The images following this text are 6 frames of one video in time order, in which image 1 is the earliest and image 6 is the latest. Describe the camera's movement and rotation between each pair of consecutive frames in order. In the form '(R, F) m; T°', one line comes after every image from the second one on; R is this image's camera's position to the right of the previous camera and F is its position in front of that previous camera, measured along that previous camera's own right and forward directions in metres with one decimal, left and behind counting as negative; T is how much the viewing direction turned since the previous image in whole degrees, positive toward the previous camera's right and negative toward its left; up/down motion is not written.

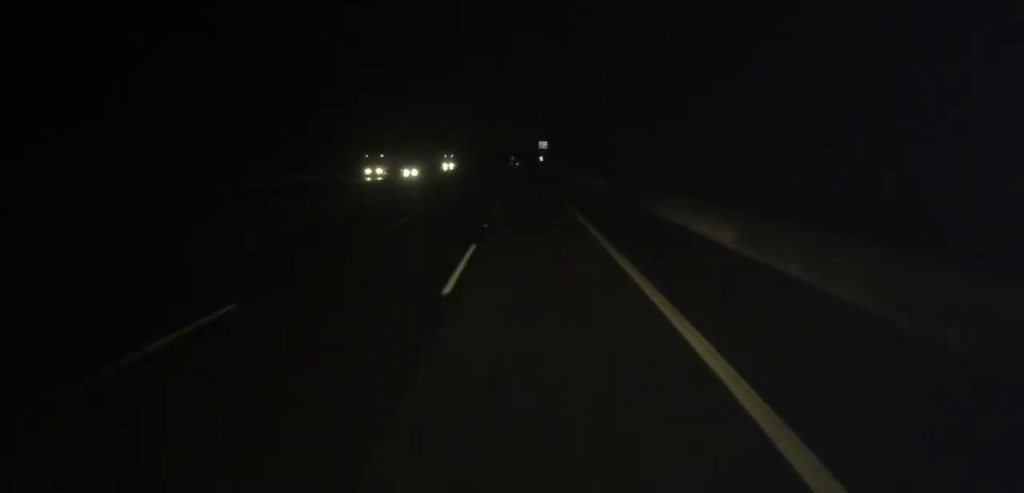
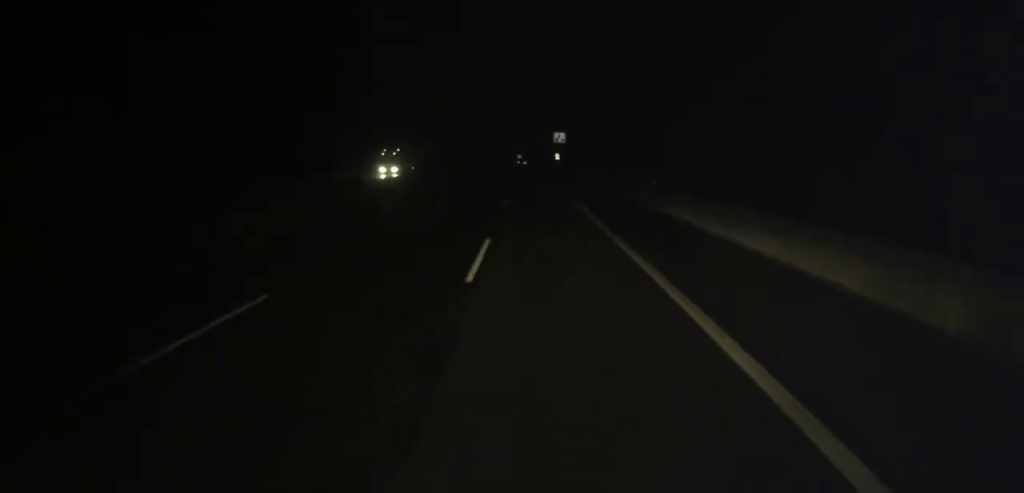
(+0.6, +51.0) m; 0°
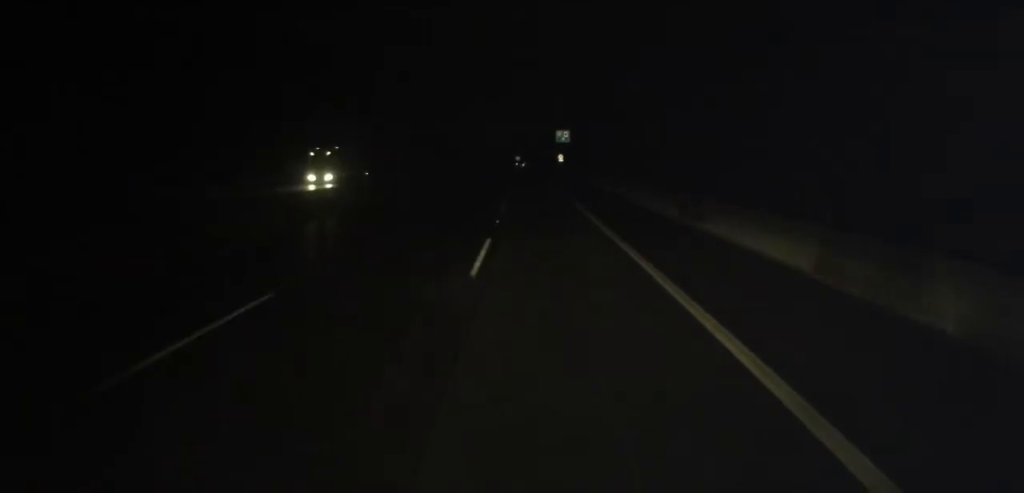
(-0.3, +16.9) m; -1°
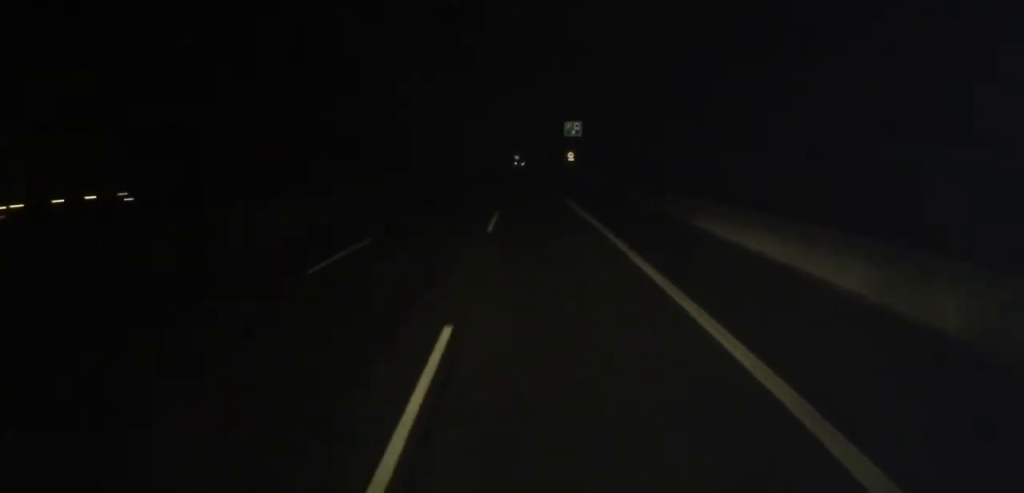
(-0.3, +26.2) m; -1°
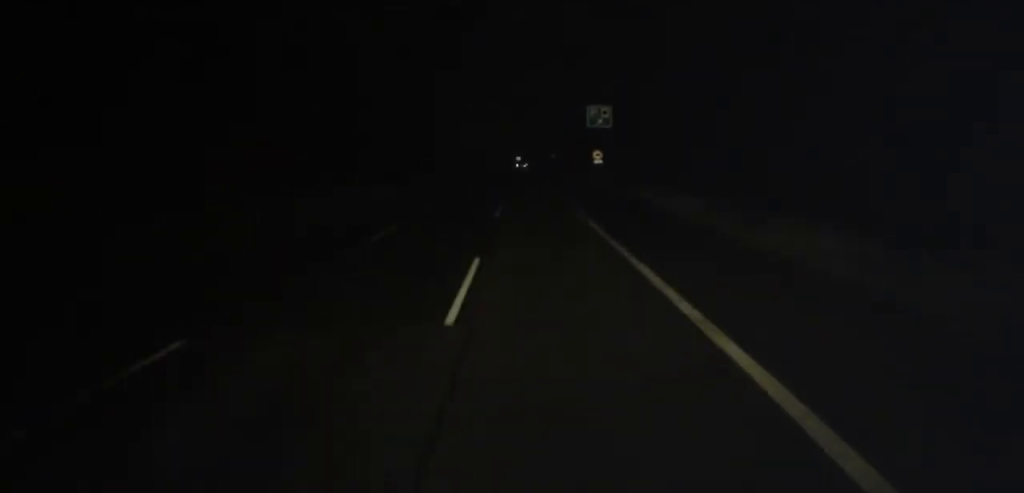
(0.0, +29.3) m; +1°
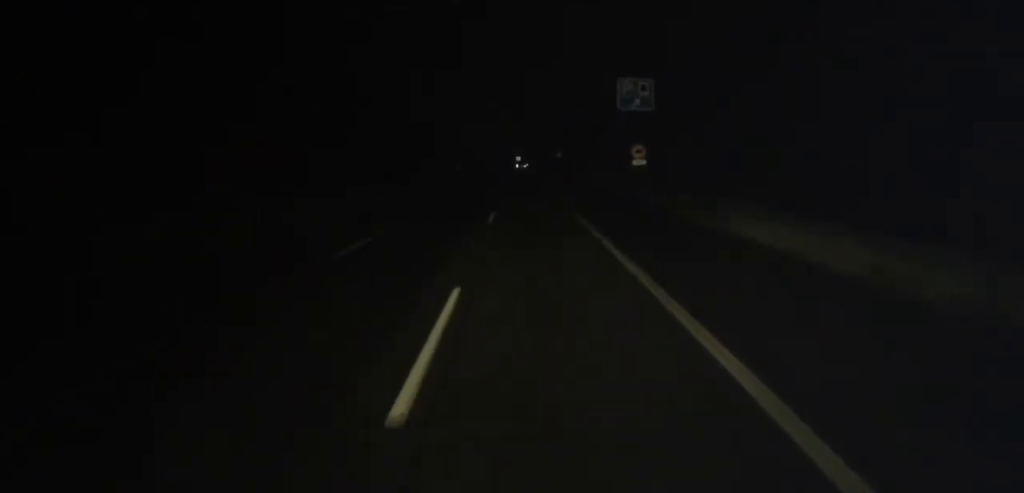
(+0.3, +20.8) m; 0°
